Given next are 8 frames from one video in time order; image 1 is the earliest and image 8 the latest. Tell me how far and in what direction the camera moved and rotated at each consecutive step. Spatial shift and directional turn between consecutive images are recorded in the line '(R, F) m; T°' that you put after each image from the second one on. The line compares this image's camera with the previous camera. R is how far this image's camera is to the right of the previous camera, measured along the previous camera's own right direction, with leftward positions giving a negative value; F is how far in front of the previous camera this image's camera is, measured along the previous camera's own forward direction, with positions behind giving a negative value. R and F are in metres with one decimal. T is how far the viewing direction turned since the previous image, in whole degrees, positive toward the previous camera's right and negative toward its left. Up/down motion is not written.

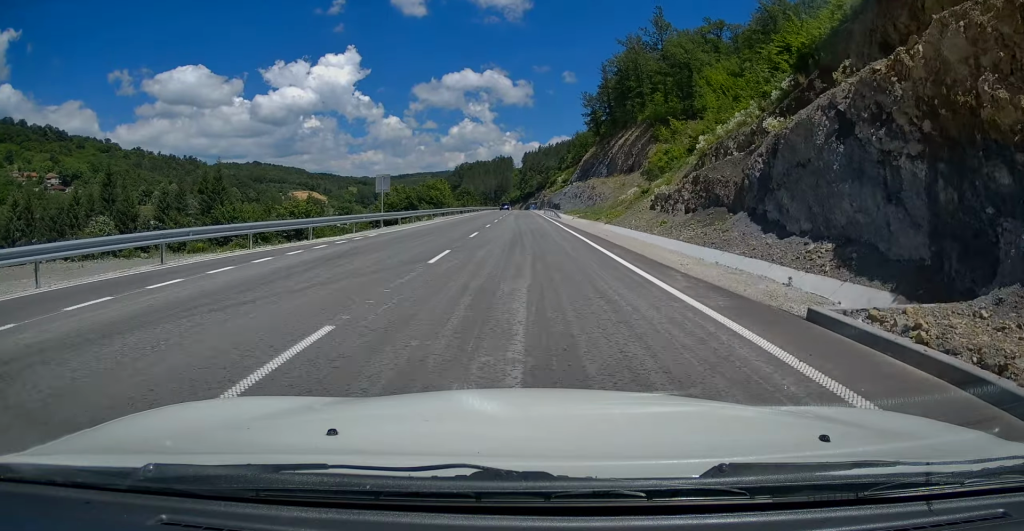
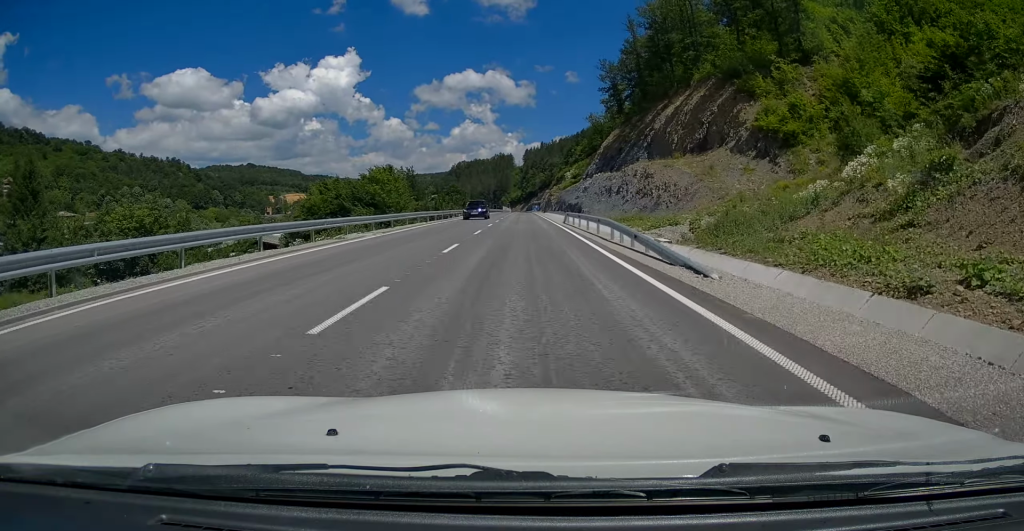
(+0.4, +41.9) m; 0°
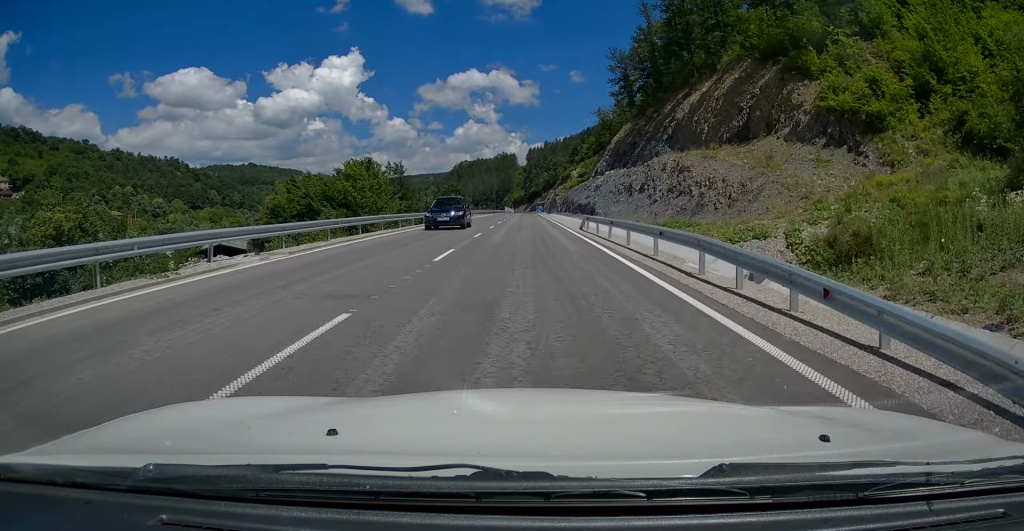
(-0.1, +11.2) m; 0°
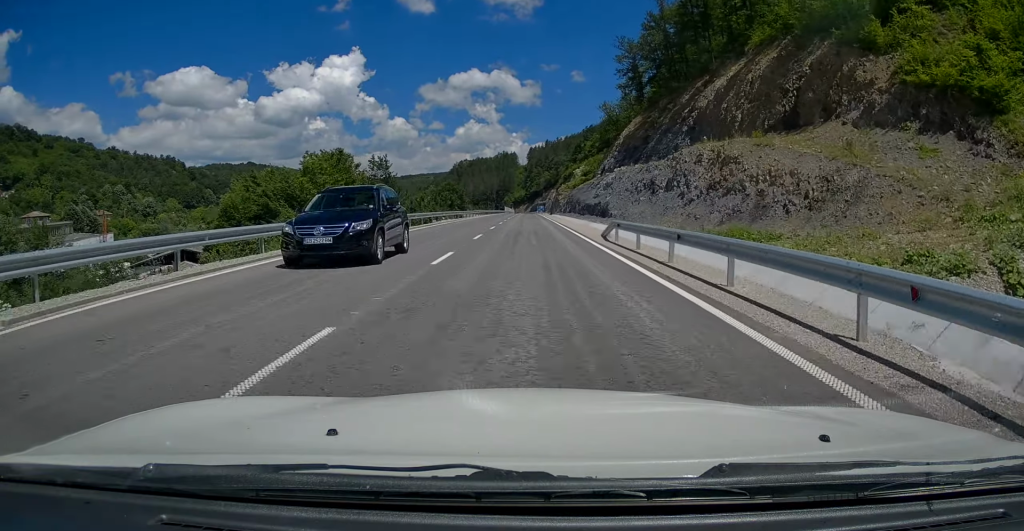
(-0.1, +9.8) m; 0°
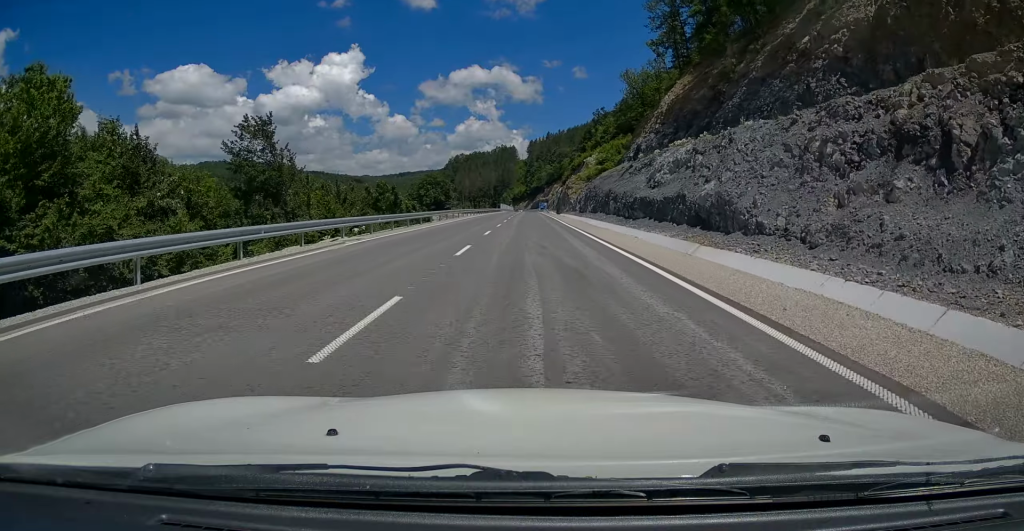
(+0.3, +34.6) m; 0°
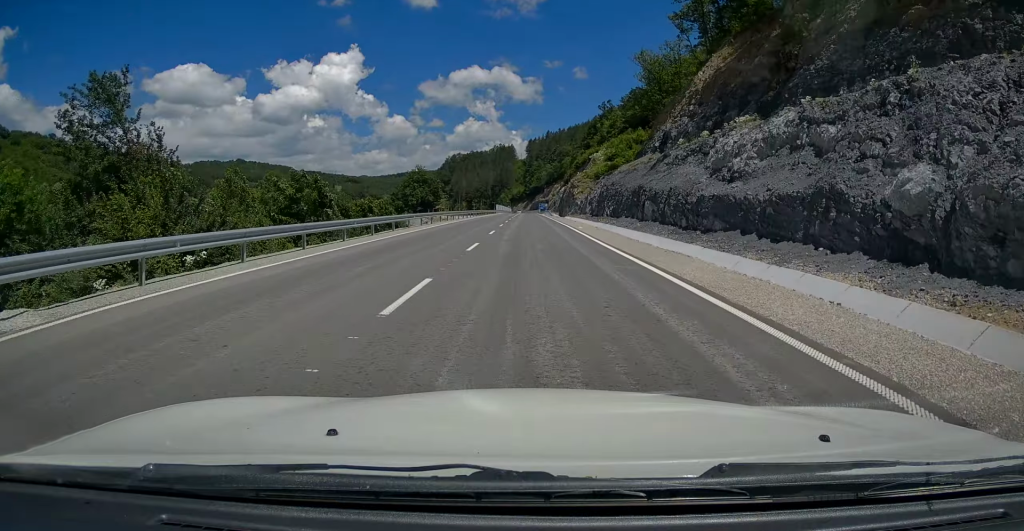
(-0.1, +16.2) m; -1°
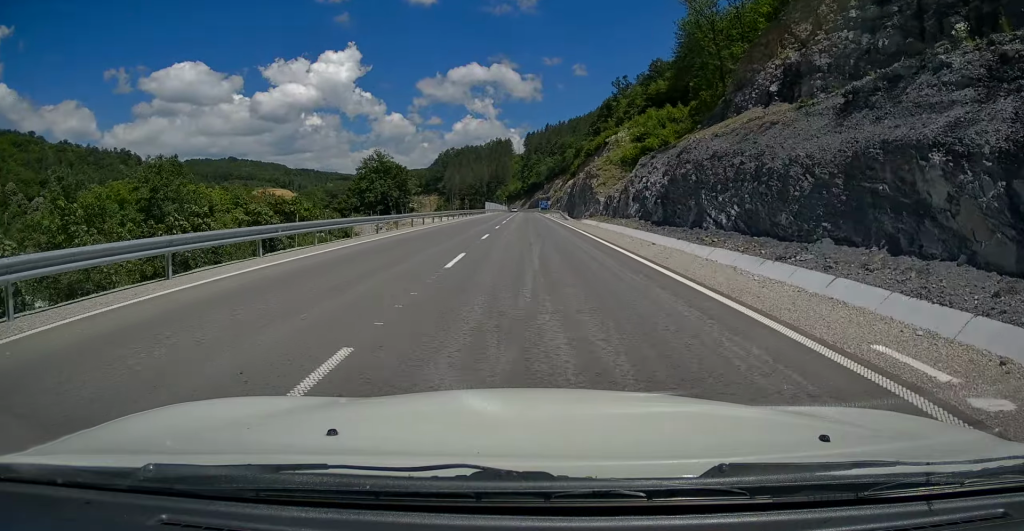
(-0.2, +31.4) m; 0°
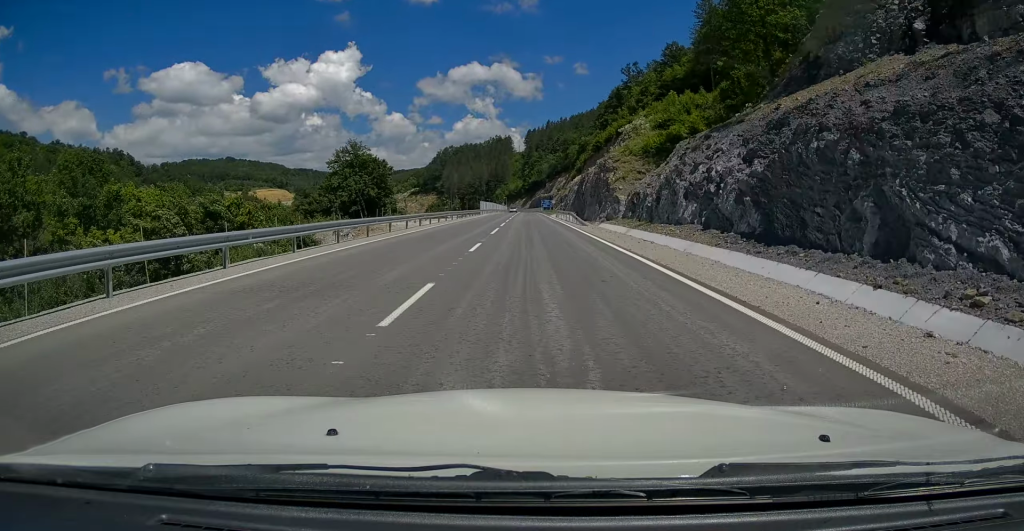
(0.0, +13.9) m; 0°
